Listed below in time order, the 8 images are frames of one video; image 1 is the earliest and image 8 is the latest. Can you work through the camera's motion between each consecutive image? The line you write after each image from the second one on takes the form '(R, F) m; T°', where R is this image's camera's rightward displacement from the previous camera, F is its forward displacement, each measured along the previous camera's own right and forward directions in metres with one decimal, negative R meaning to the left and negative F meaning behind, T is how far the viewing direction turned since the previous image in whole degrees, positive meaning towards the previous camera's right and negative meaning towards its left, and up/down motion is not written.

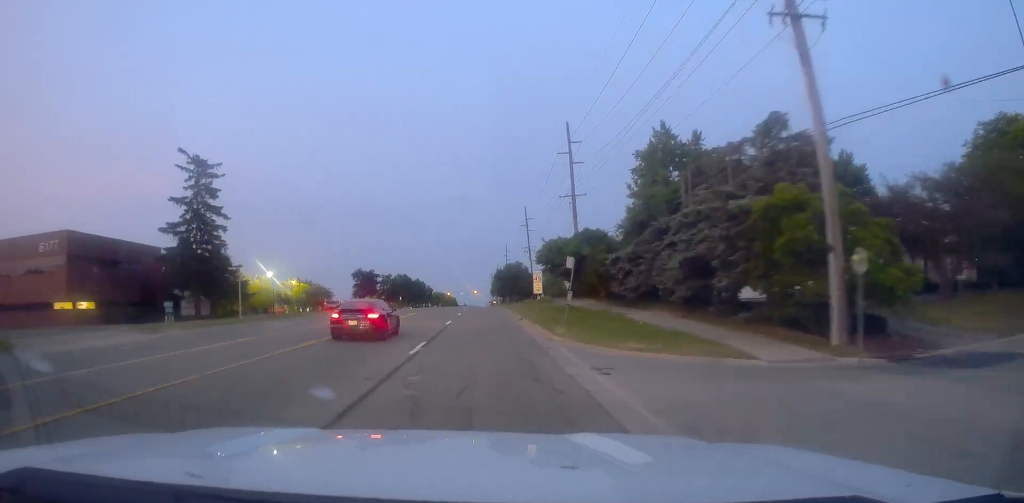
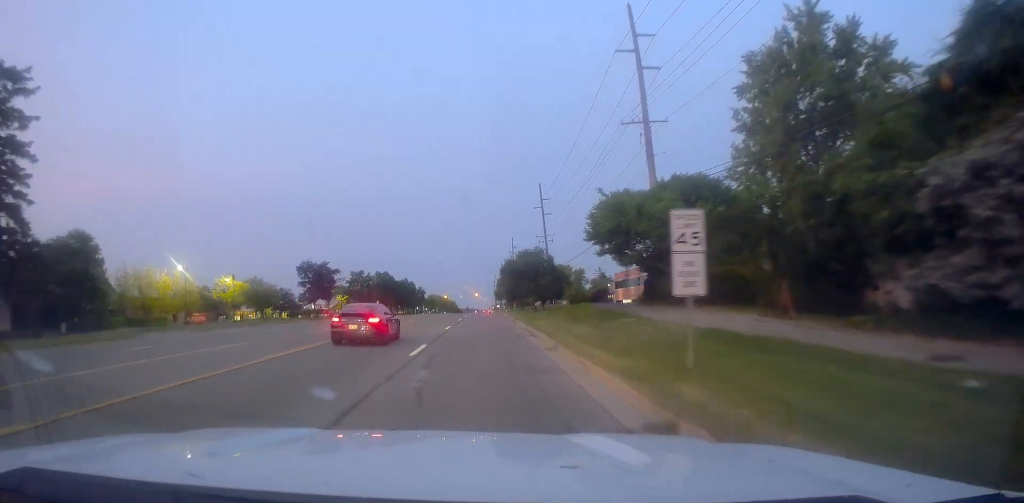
(-0.4, +29.8) m; -1°
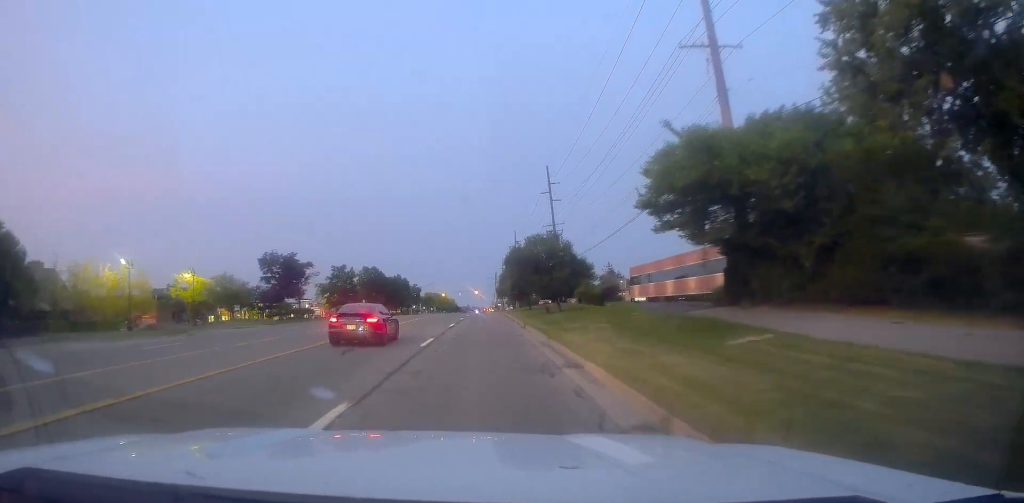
(+0.3, +11.7) m; -1°
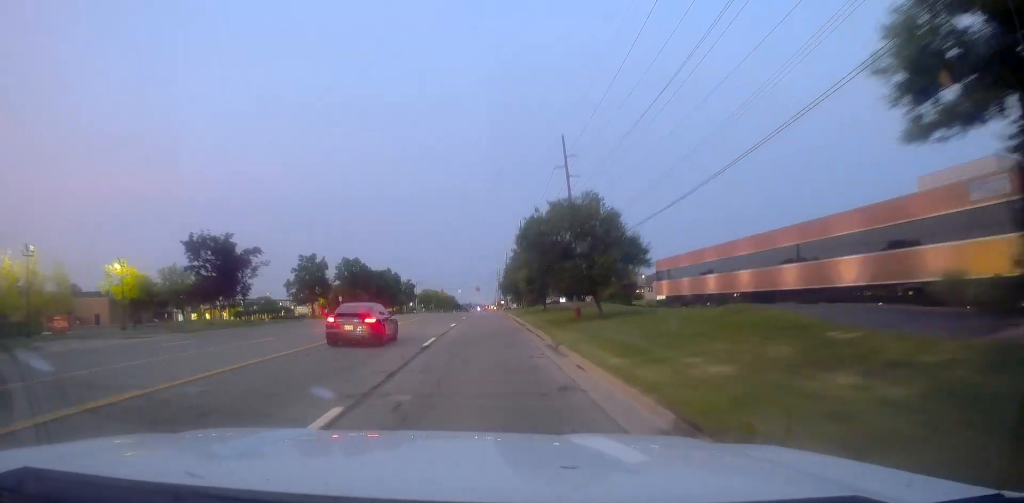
(-0.3, +15.2) m; 0°
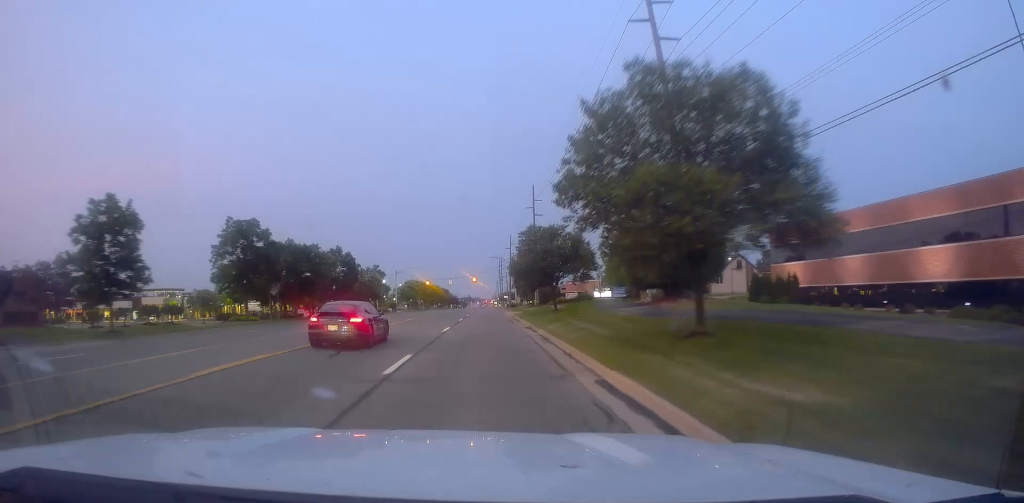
(+0.4, +38.1) m; +1°
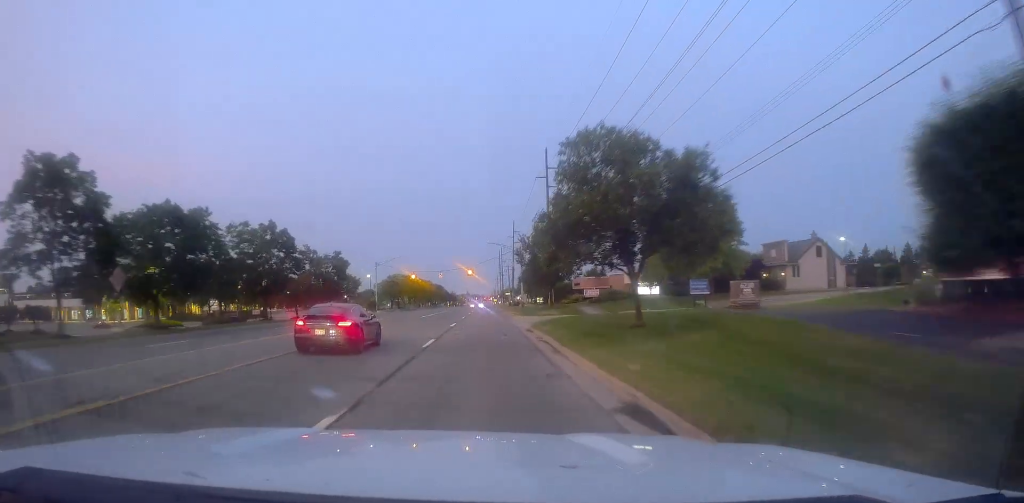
(-0.1, +23.6) m; -1°
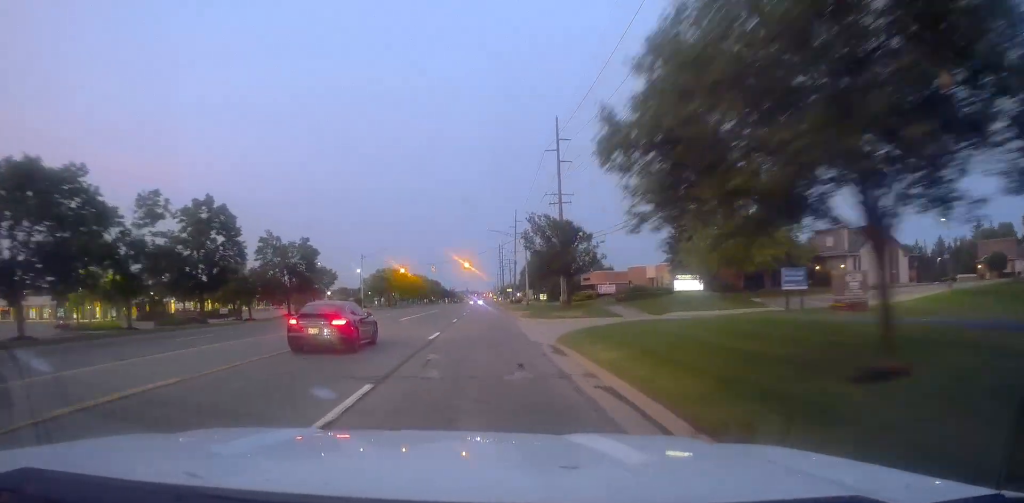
(+0.2, +12.5) m; -1°
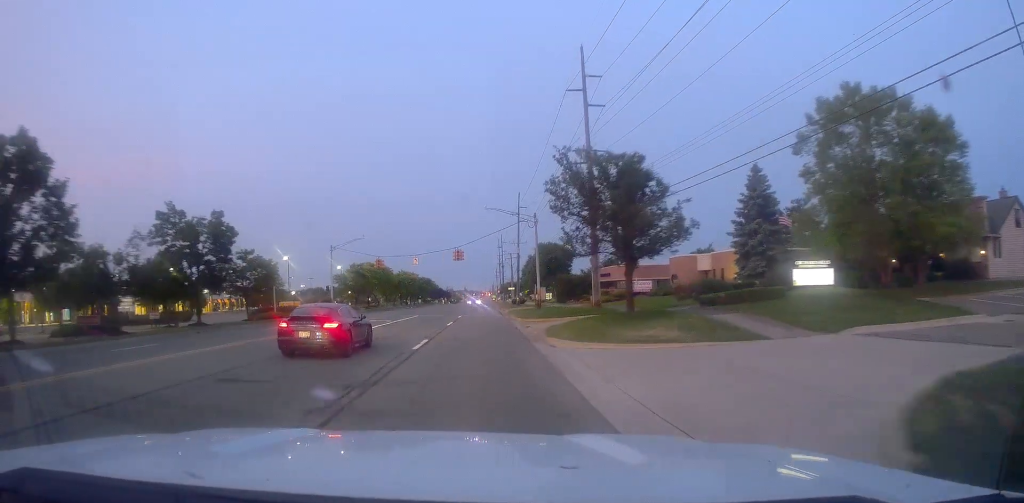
(-0.8, +19.4) m; 0°
